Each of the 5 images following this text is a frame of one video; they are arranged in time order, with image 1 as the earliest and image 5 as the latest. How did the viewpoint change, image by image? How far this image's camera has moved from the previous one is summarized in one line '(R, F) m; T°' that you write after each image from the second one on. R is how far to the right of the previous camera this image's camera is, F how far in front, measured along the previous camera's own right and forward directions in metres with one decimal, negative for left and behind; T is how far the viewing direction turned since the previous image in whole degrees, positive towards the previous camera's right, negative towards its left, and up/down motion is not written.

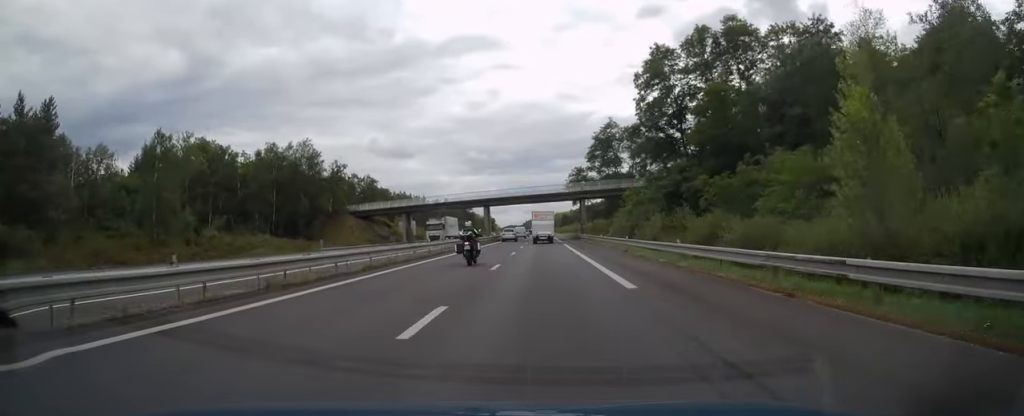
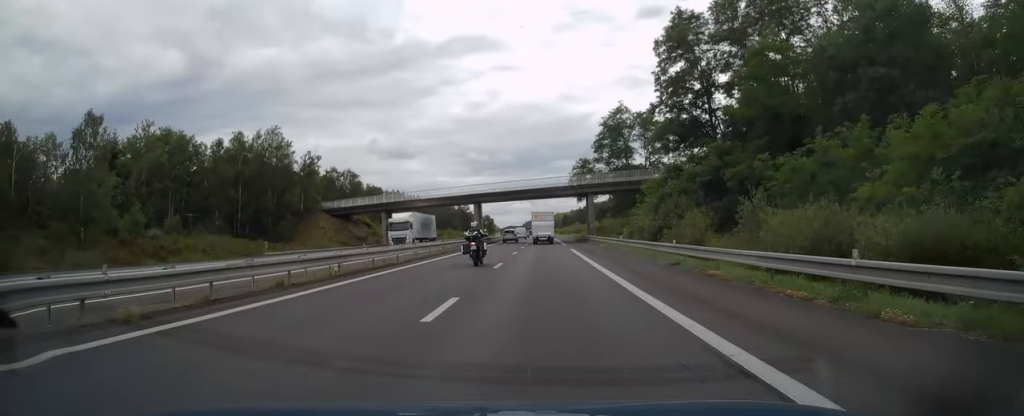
(+0.1, +11.7) m; 0°
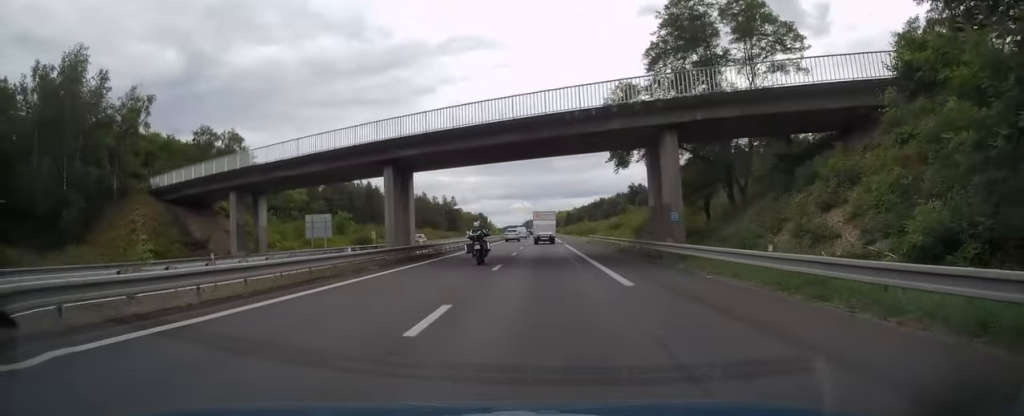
(0.0, +40.6) m; 0°
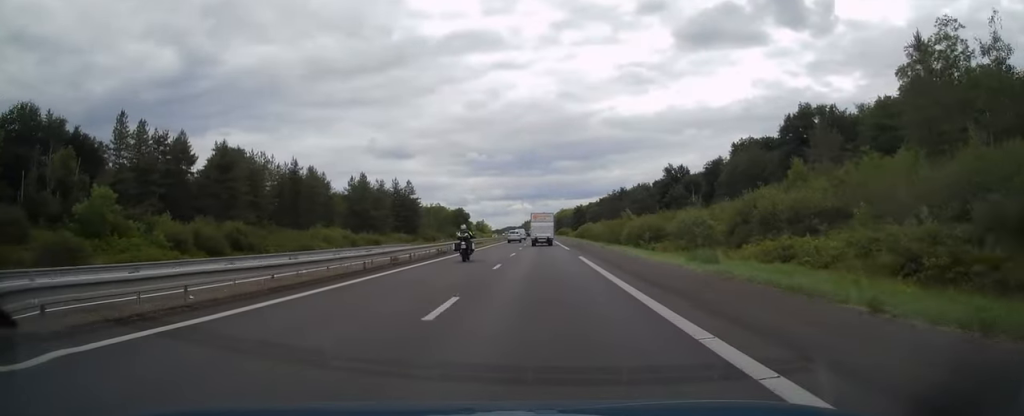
(-0.2, +76.7) m; 0°
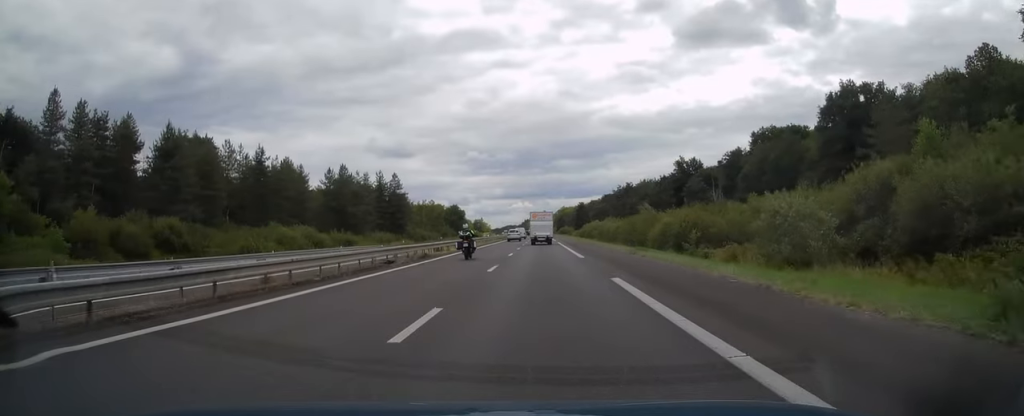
(+0.1, +14.8) m; 0°
